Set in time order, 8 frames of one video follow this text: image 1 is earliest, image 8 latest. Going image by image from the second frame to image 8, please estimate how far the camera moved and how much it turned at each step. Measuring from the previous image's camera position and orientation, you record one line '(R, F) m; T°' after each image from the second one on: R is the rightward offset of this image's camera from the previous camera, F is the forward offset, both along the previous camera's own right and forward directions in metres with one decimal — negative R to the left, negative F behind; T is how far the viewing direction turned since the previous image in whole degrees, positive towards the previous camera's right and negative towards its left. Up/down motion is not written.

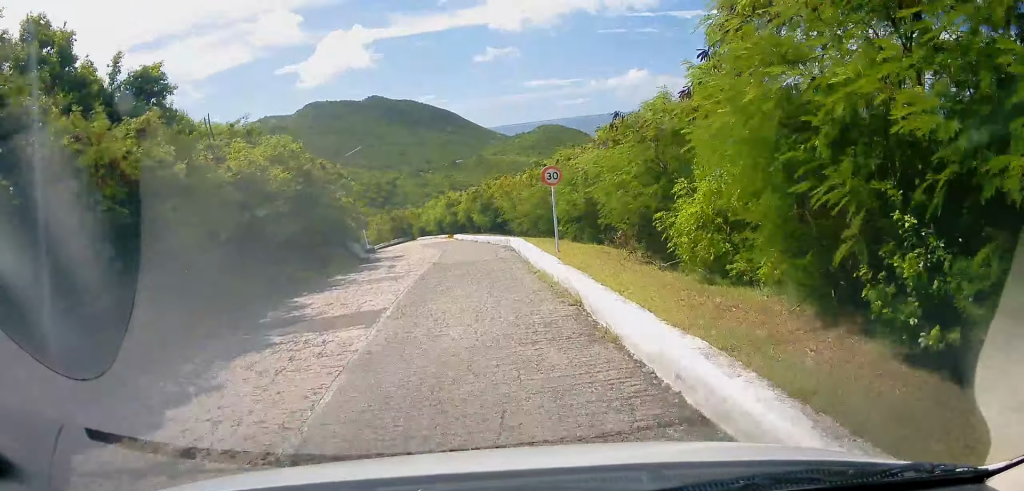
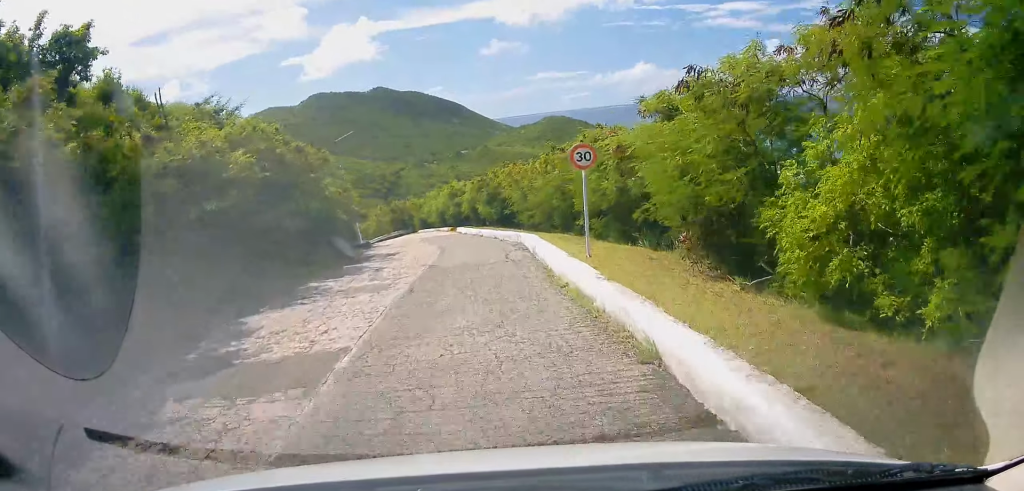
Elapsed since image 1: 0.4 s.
(-0.1, +3.0) m; 0°
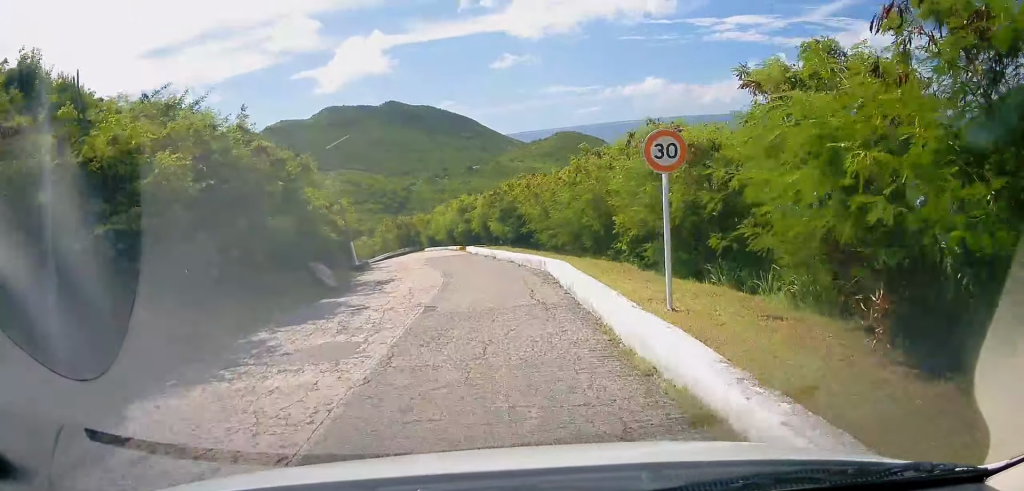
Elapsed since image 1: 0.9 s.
(0.0, +3.7) m; 0°
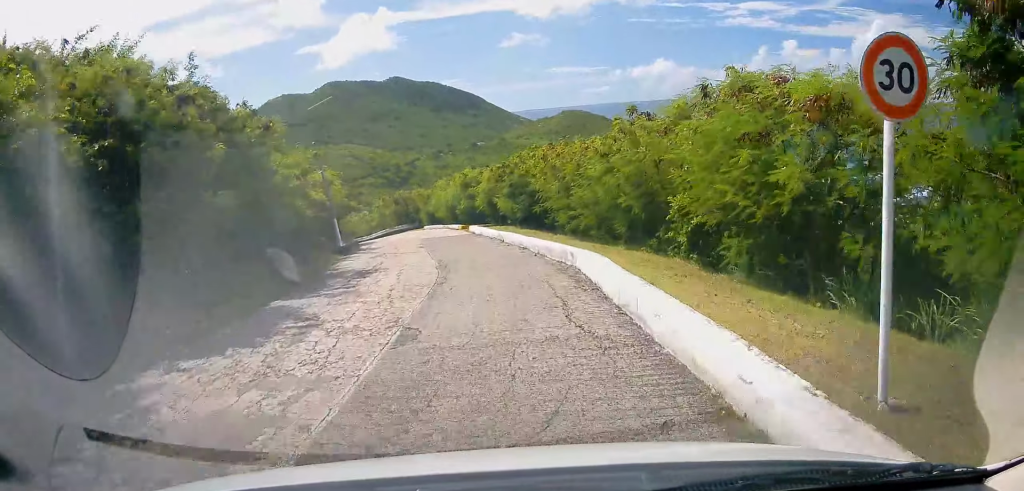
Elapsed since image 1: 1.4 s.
(+0.1, +3.4) m; +1°
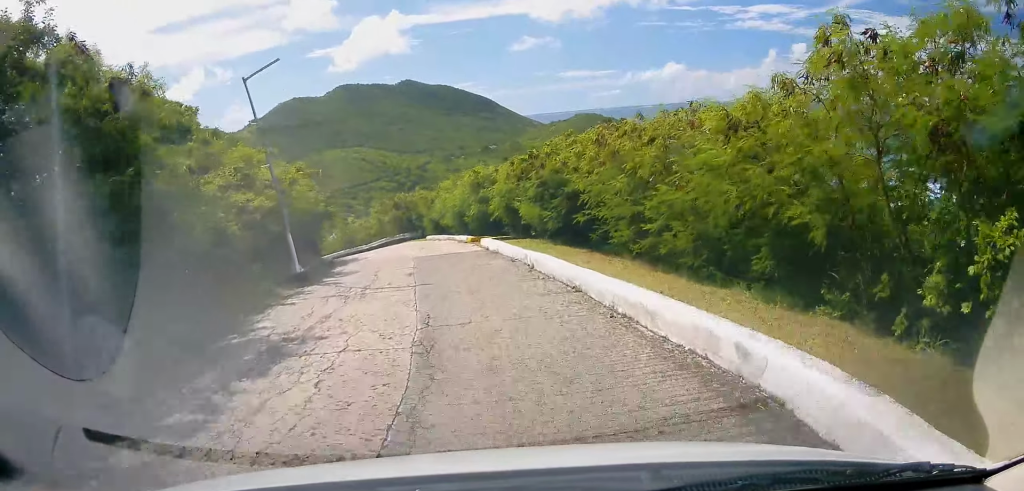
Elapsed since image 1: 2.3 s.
(+0.1, +6.5) m; -1°
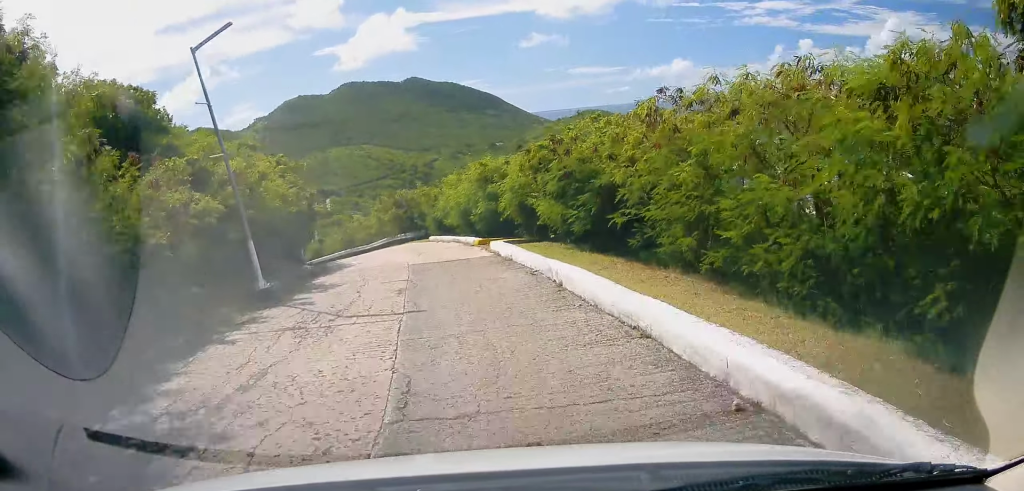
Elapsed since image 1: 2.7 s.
(+0.1, +3.1) m; -2°
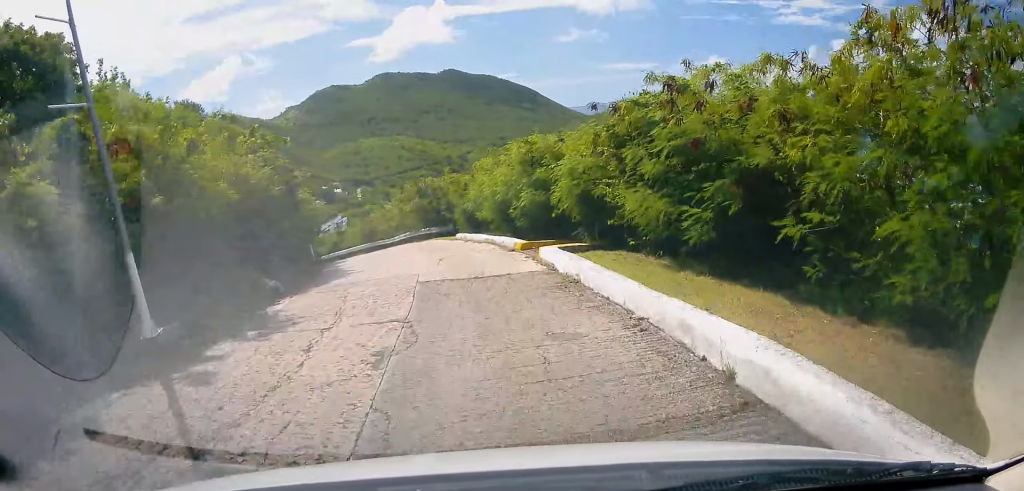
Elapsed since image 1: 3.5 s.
(-0.4, +5.5) m; -4°
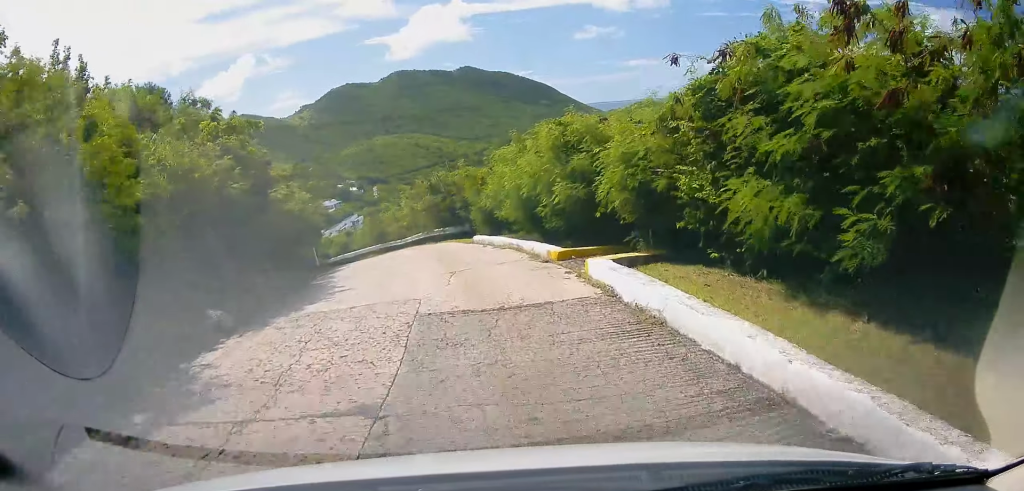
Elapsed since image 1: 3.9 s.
(-0.1, +3.3) m; -2°
